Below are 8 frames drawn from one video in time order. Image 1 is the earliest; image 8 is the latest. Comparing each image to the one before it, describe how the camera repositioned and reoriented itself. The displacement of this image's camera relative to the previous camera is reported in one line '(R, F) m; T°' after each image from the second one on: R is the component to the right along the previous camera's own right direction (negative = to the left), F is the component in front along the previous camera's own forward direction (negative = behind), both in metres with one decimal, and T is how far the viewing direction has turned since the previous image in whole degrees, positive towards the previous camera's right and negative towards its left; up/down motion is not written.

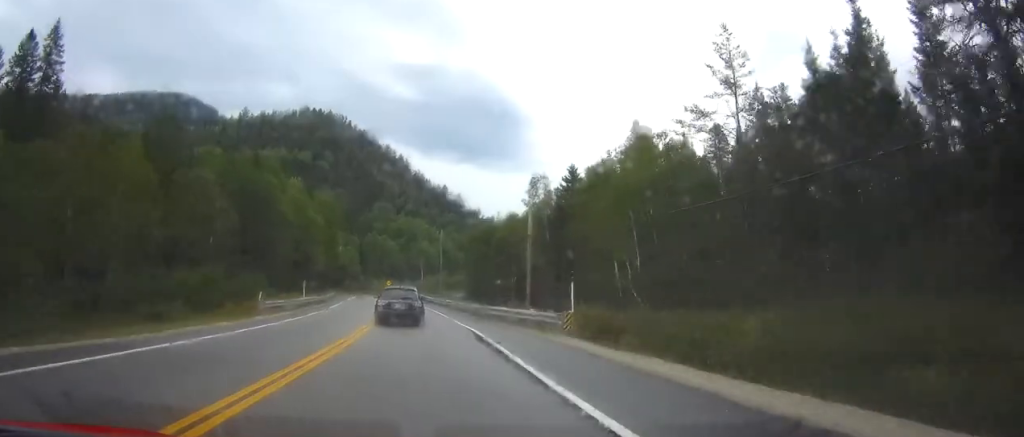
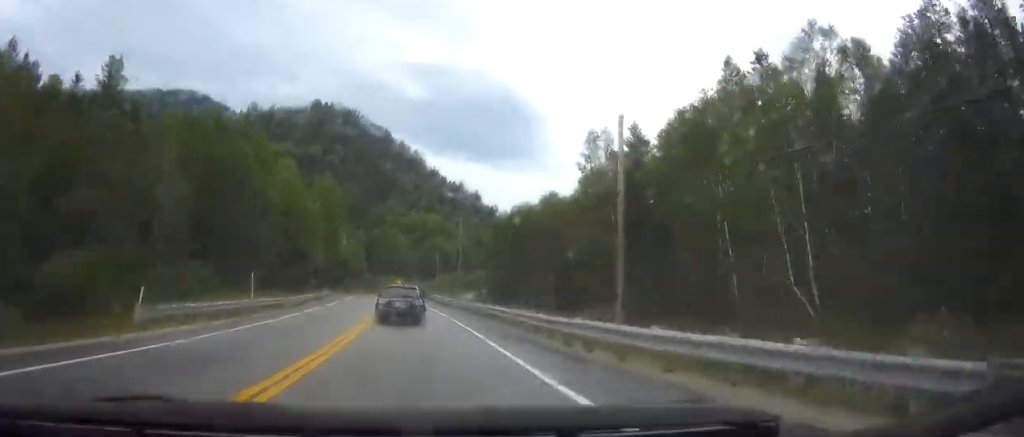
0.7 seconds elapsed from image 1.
(-0.1, +17.9) m; -1°
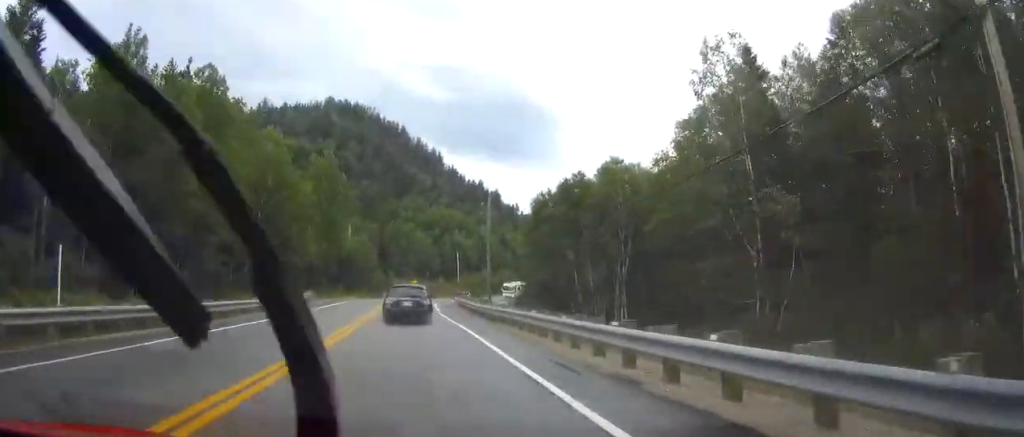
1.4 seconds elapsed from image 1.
(-0.3, +18.5) m; -1°
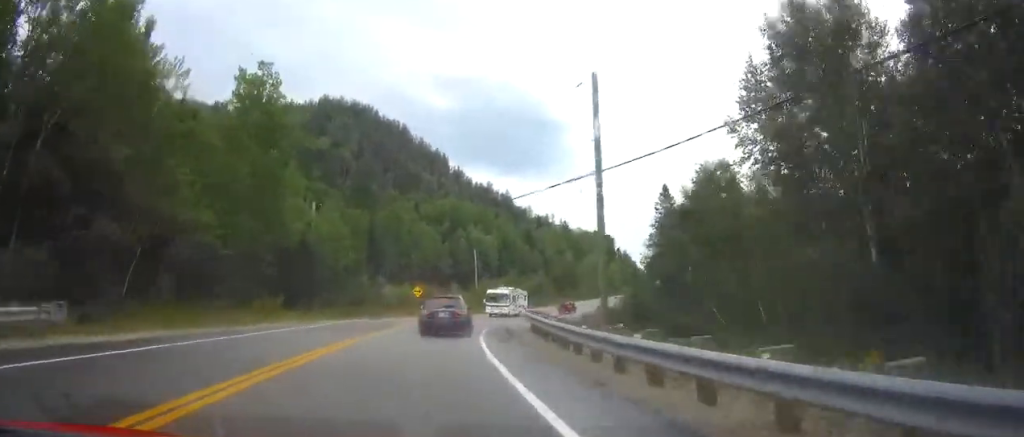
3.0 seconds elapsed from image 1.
(-0.9, +43.2) m; -1°
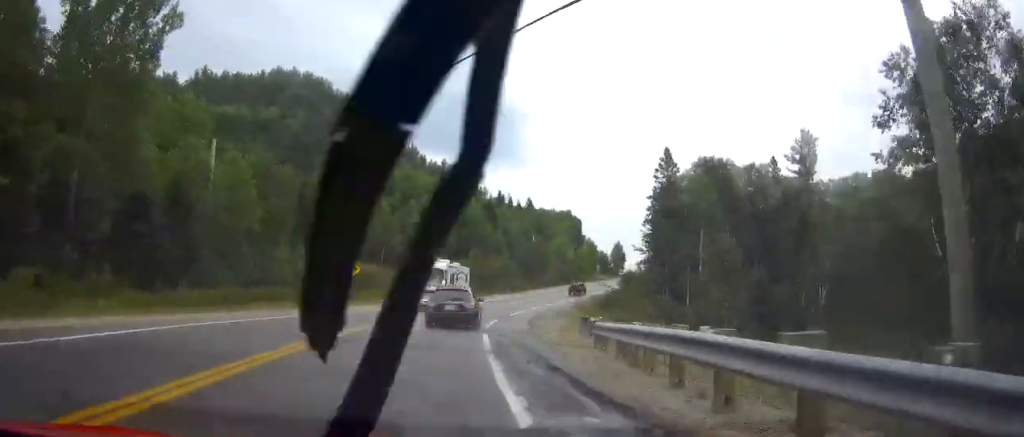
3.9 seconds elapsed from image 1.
(+0.2, +22.0) m; +3°
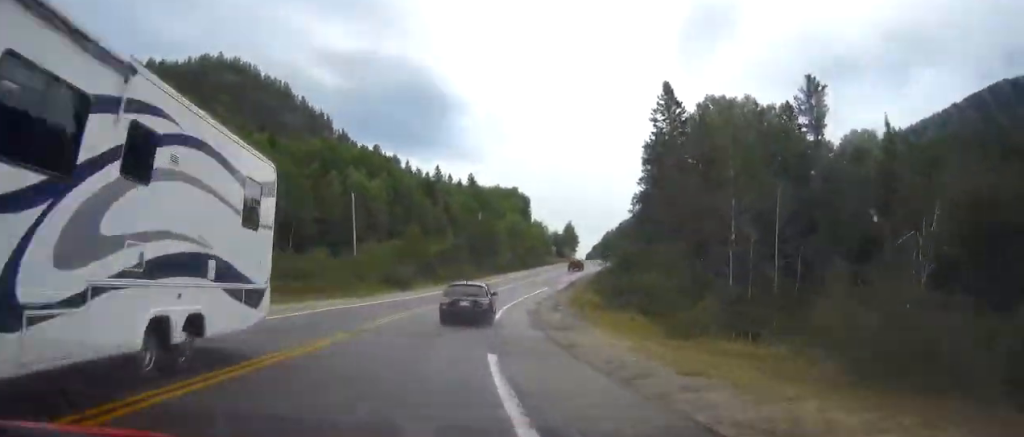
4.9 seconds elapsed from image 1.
(+1.2, +24.8) m; +6°
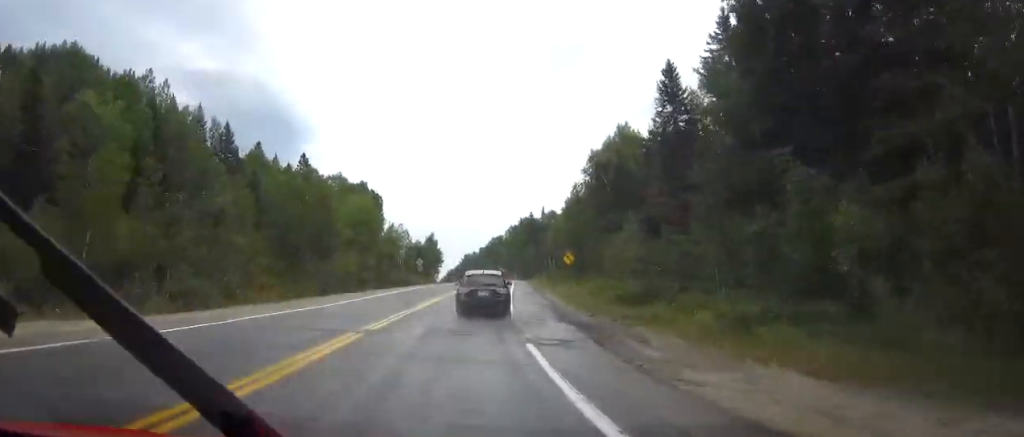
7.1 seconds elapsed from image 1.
(+5.7, +51.7) m; +12°
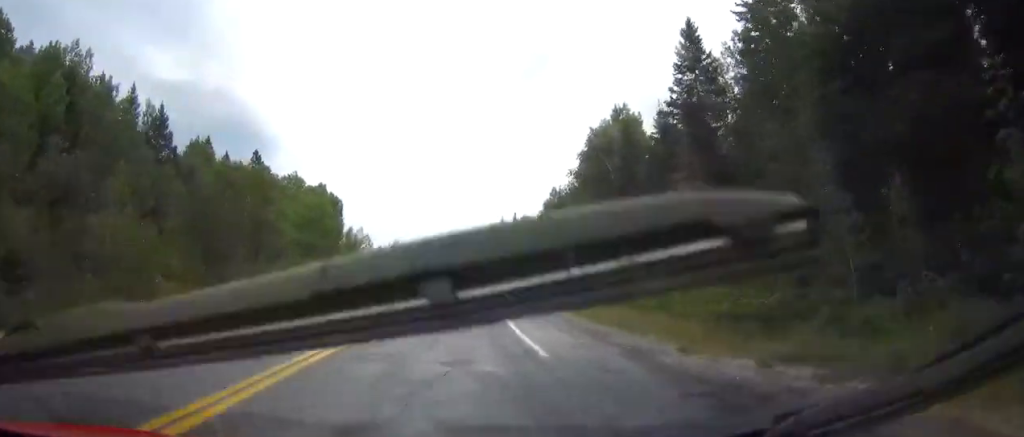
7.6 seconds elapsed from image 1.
(+0.2, +11.7) m; +3°
